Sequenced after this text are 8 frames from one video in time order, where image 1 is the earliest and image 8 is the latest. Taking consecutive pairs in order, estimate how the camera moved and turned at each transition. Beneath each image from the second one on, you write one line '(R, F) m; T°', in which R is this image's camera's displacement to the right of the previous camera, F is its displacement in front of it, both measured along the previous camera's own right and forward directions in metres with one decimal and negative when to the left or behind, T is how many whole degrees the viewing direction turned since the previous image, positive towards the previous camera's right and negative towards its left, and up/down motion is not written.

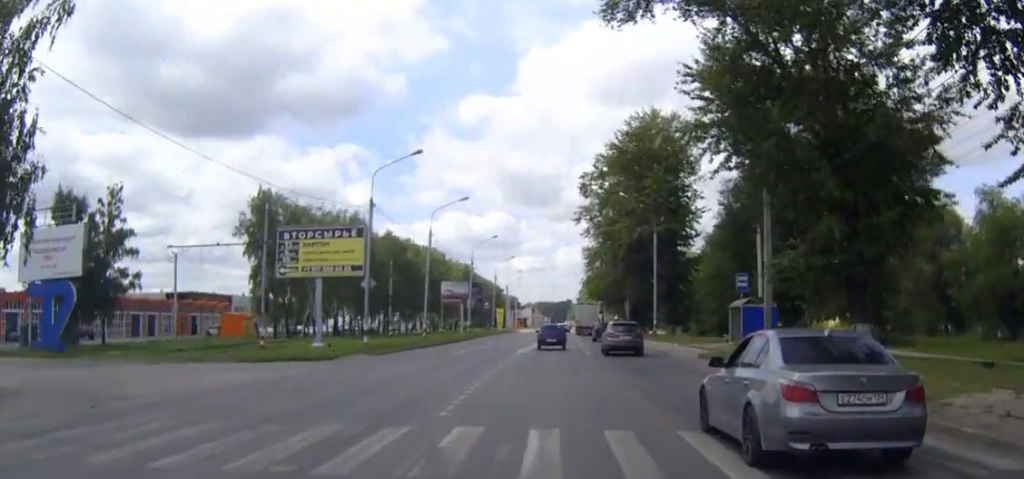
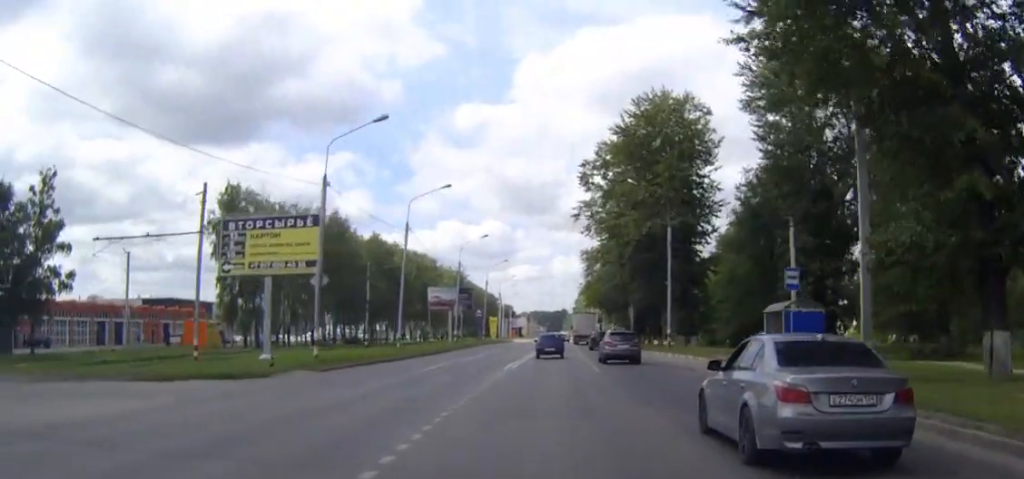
(0.0, +9.6) m; 0°
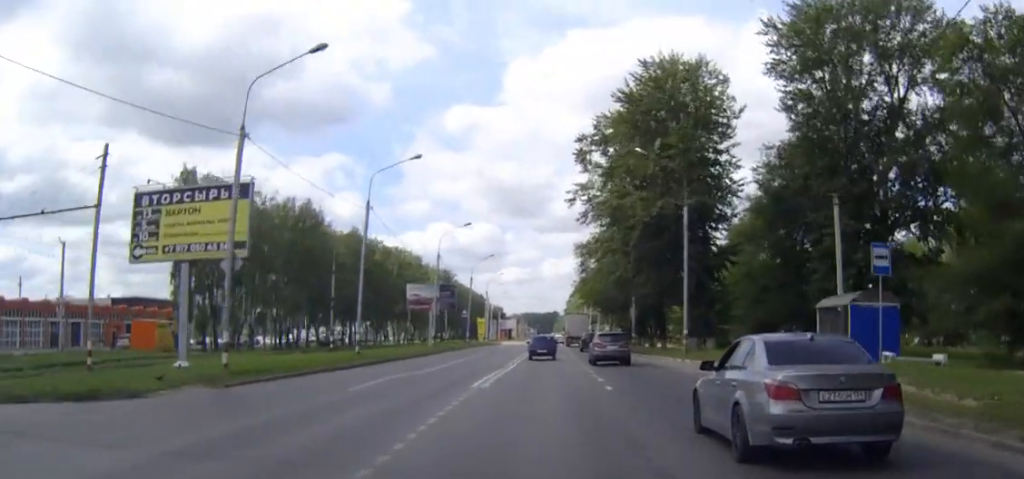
(0.0, +10.1) m; +1°
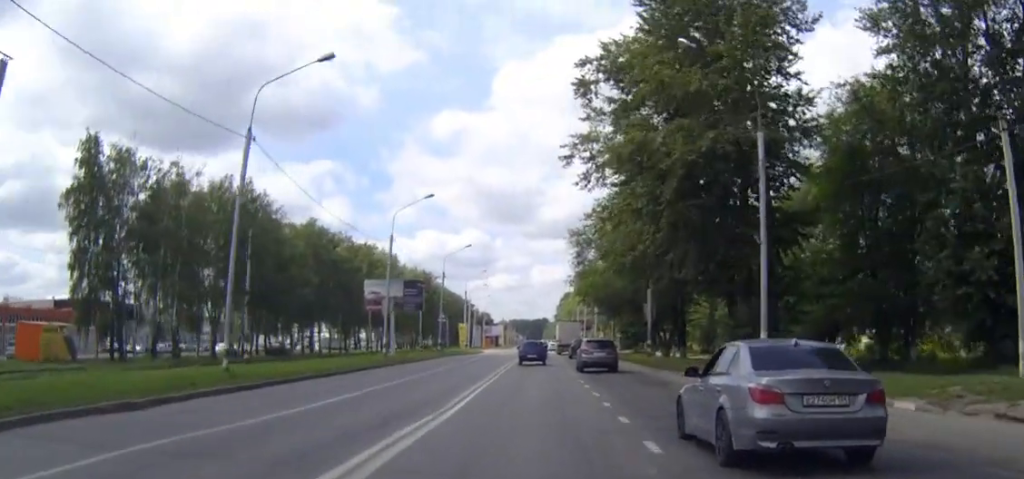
(+0.2, +18.7) m; +1°
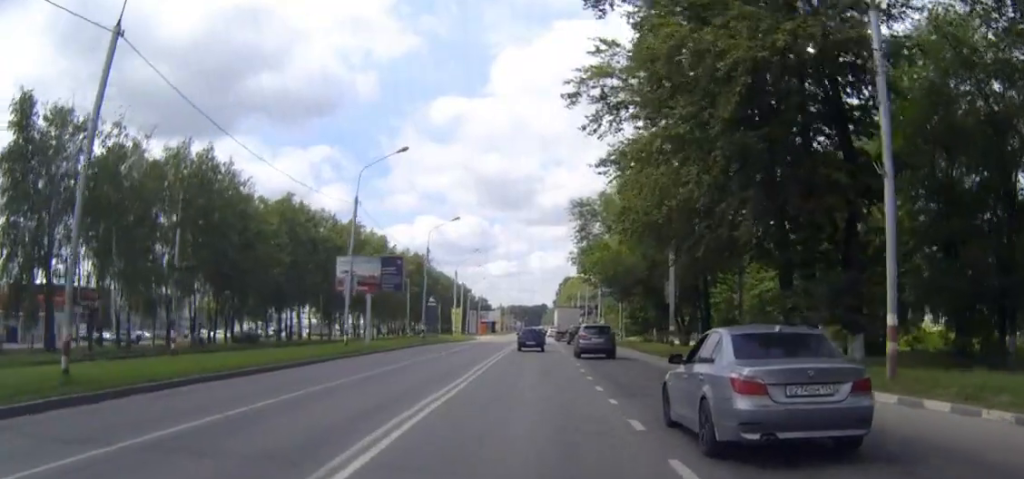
(0.0, +10.8) m; 0°
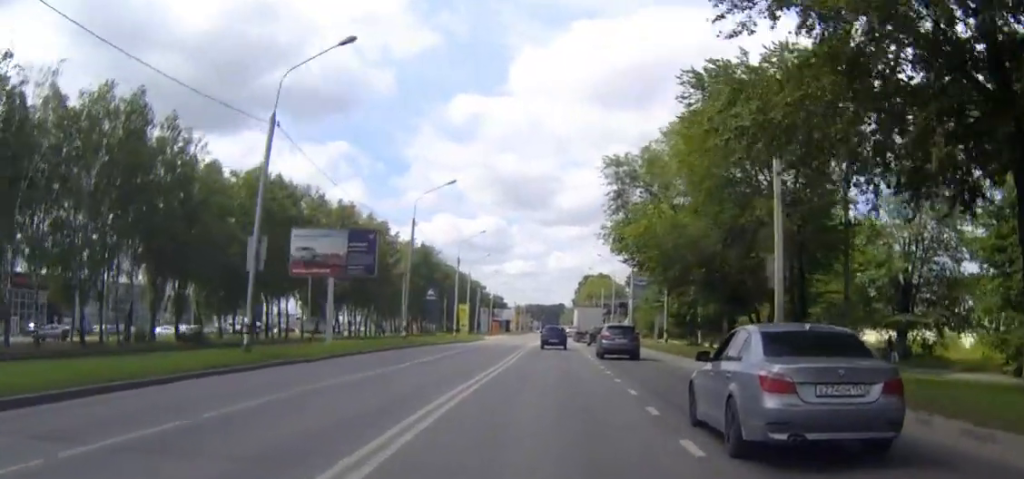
(-0.2, +18.4) m; -1°
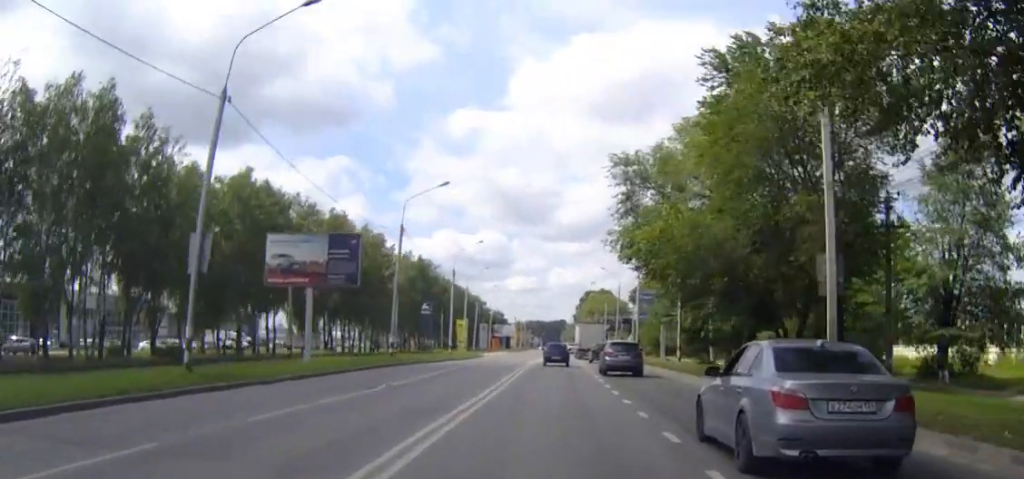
(-0.1, +5.4) m; 0°
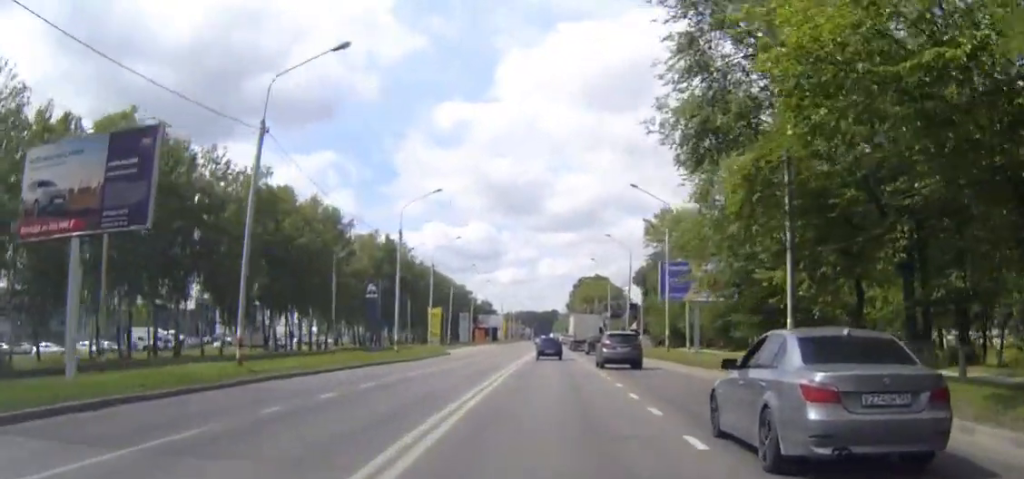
(+0.2, +25.9) m; +1°
